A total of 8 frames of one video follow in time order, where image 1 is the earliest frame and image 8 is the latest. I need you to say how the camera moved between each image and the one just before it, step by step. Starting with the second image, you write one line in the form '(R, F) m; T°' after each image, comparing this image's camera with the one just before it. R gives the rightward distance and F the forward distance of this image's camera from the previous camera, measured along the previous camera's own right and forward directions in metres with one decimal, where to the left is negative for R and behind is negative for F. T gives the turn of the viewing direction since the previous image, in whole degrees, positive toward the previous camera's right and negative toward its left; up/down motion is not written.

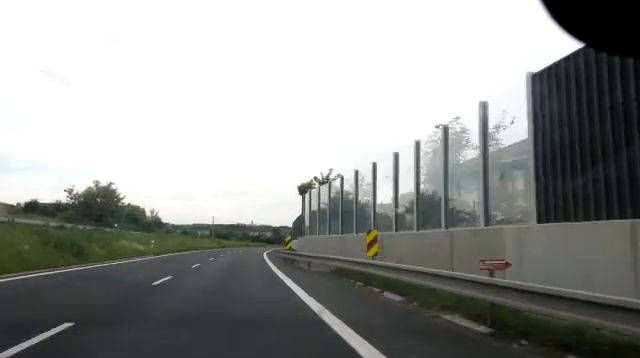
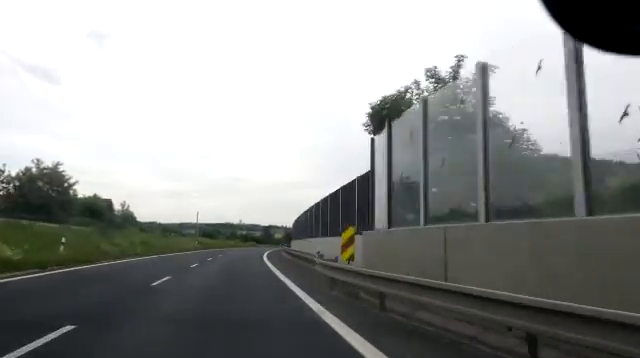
(+0.6, +18.2) m; +1°
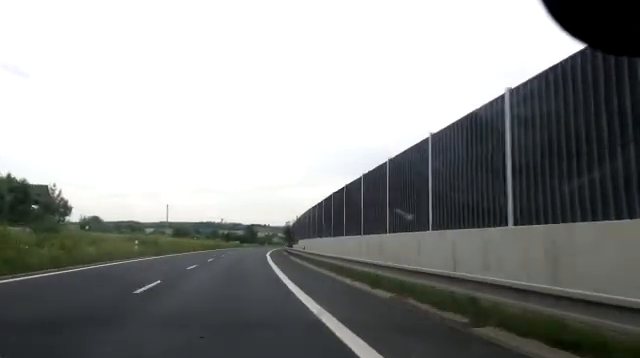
(+0.3, +29.0) m; +2°
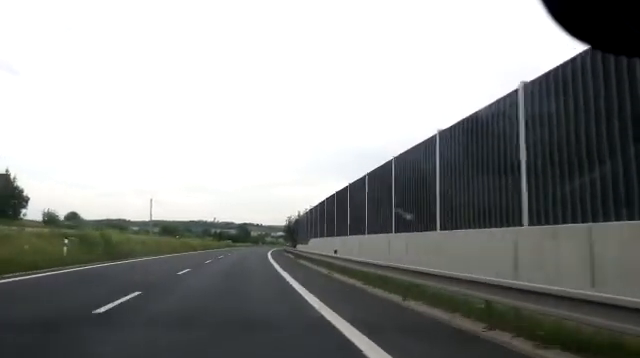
(+0.1, +12.5) m; +1°
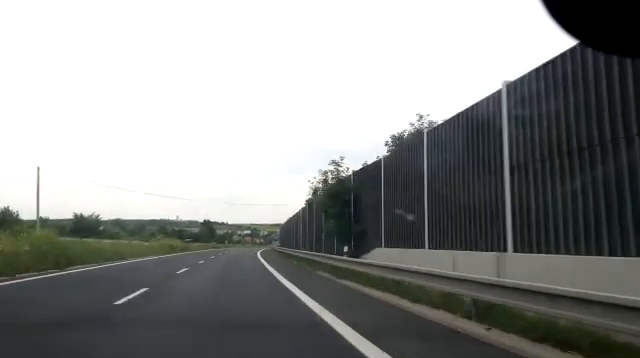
(+1.2, +44.2) m; +3°
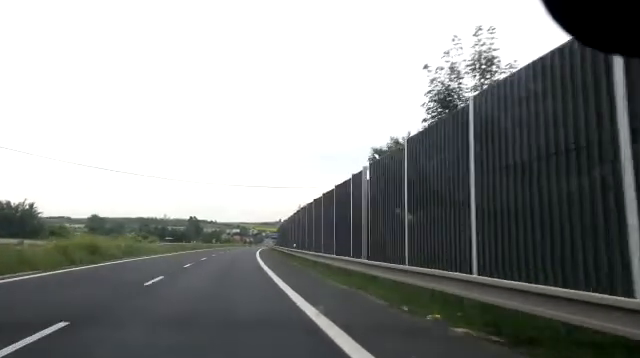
(+0.5, +23.1) m; +2°
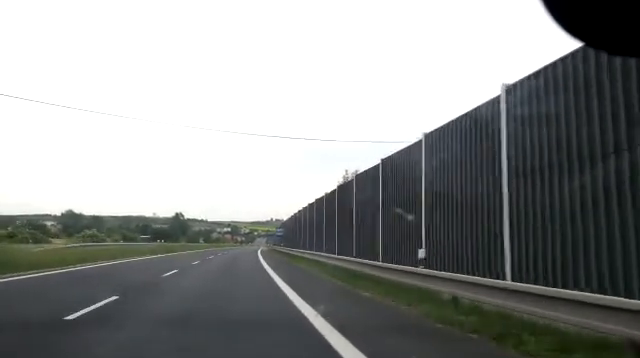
(+0.3, +23.9) m; +1°
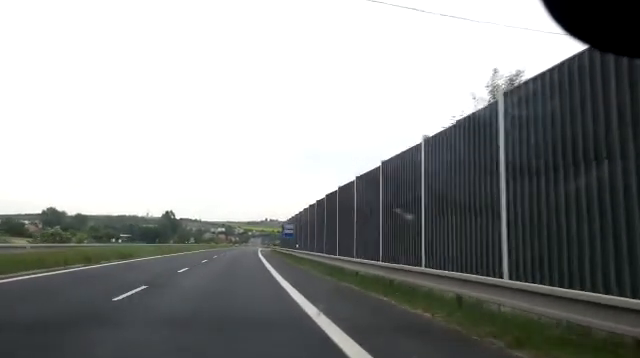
(0.0, +15.7) m; 0°
